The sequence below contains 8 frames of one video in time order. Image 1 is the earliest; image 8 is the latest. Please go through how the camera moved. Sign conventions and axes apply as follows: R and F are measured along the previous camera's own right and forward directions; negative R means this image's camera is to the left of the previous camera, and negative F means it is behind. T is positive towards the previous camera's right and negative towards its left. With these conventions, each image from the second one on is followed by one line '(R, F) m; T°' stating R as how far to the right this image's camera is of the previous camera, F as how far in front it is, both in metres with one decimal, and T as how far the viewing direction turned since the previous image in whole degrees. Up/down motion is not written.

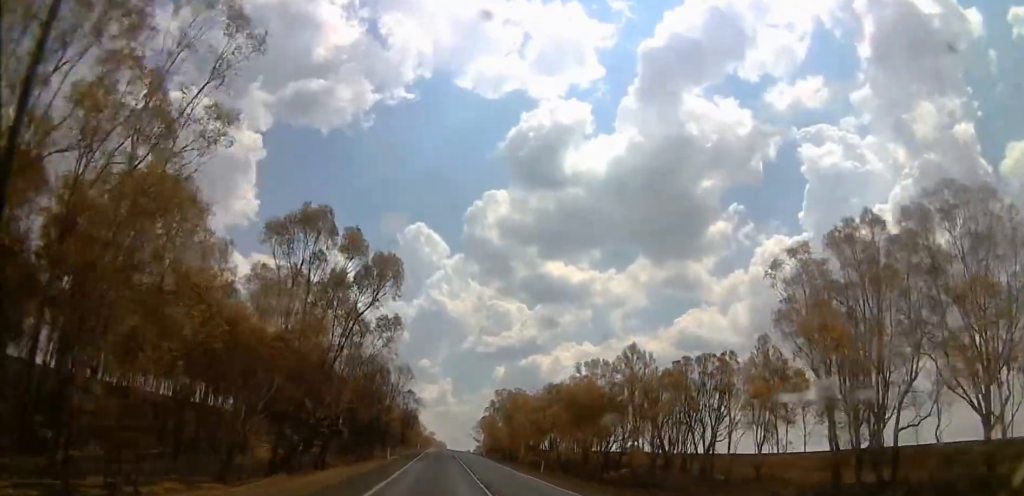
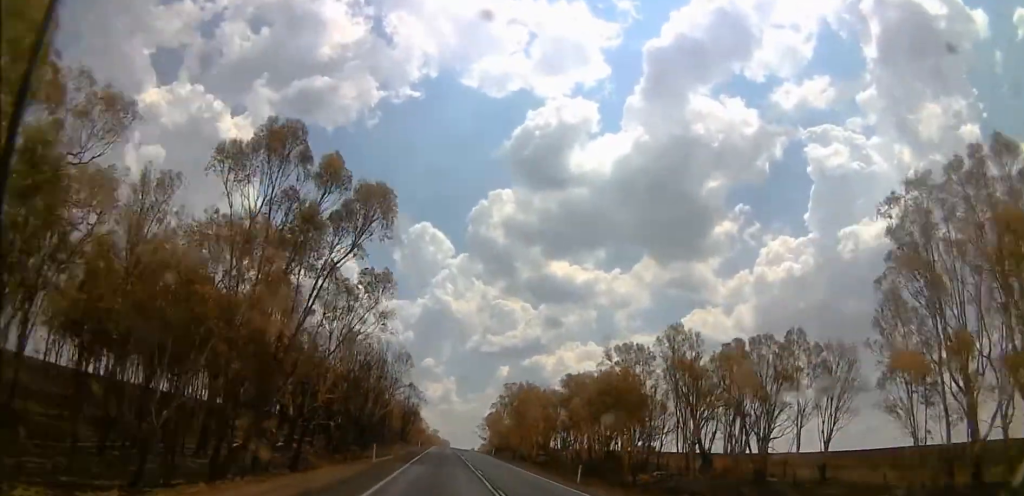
(-1.0, +11.8) m; 0°
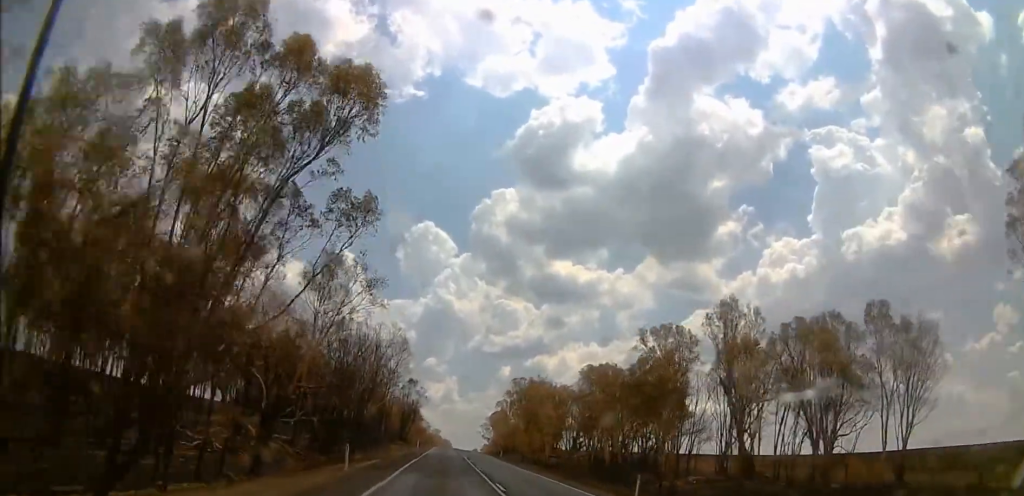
(+0.9, +10.3) m; 0°
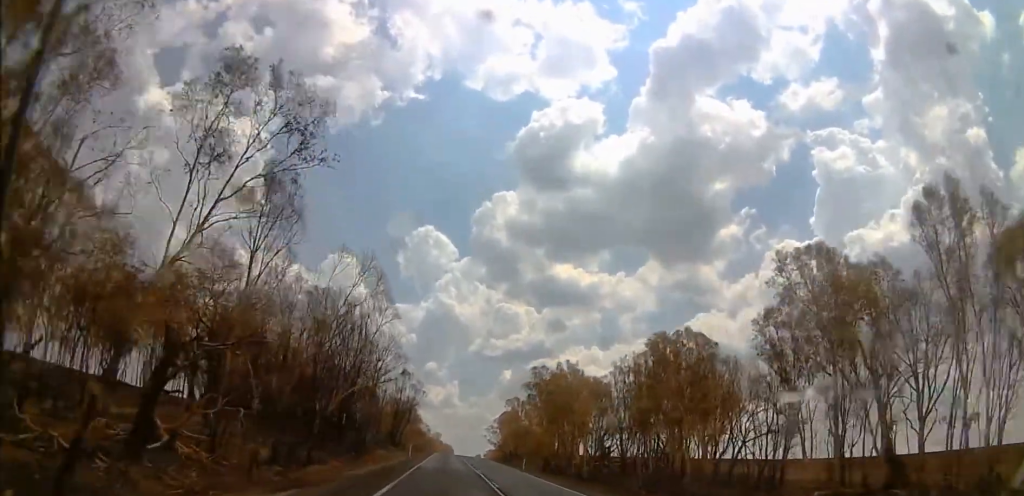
(-0.6, +22.7) m; 0°
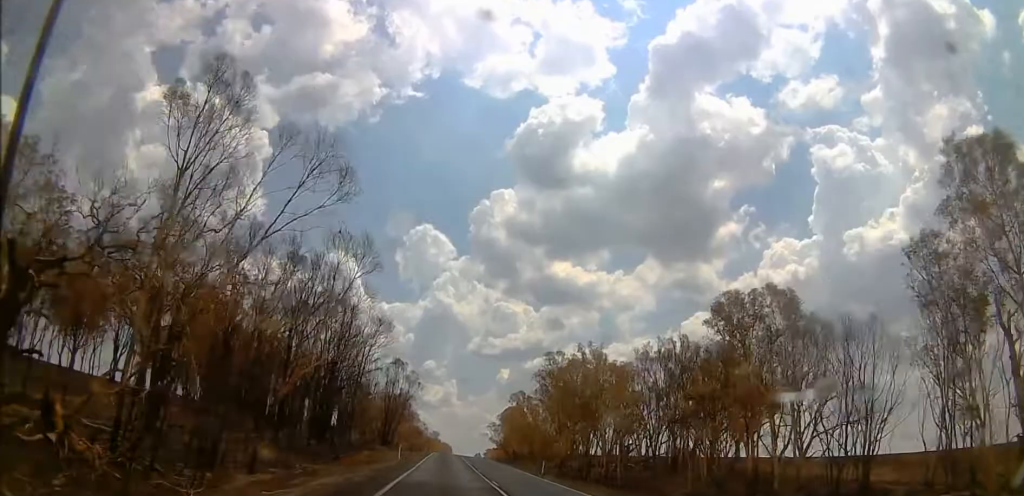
(+0.6, +12.8) m; +3°
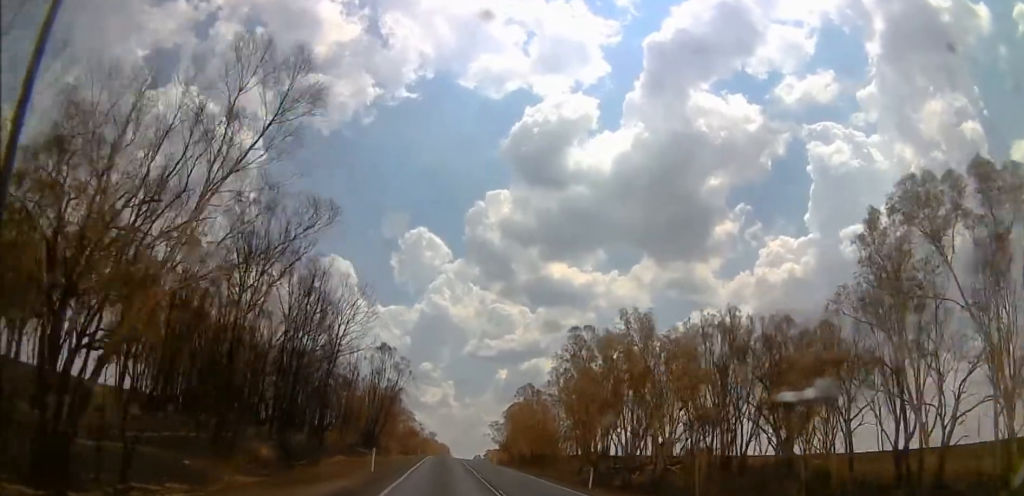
(+0.7, +16.5) m; 0°
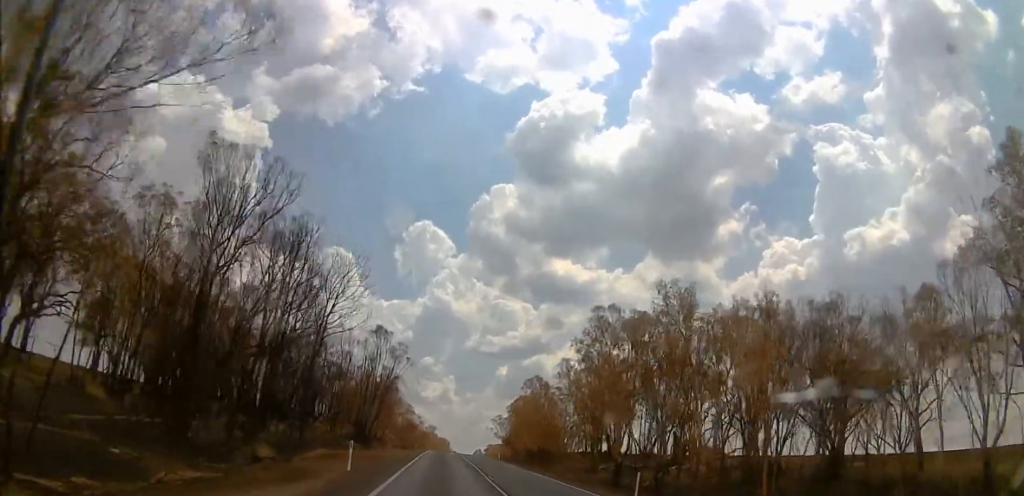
(+0.4, +7.8) m; -2°
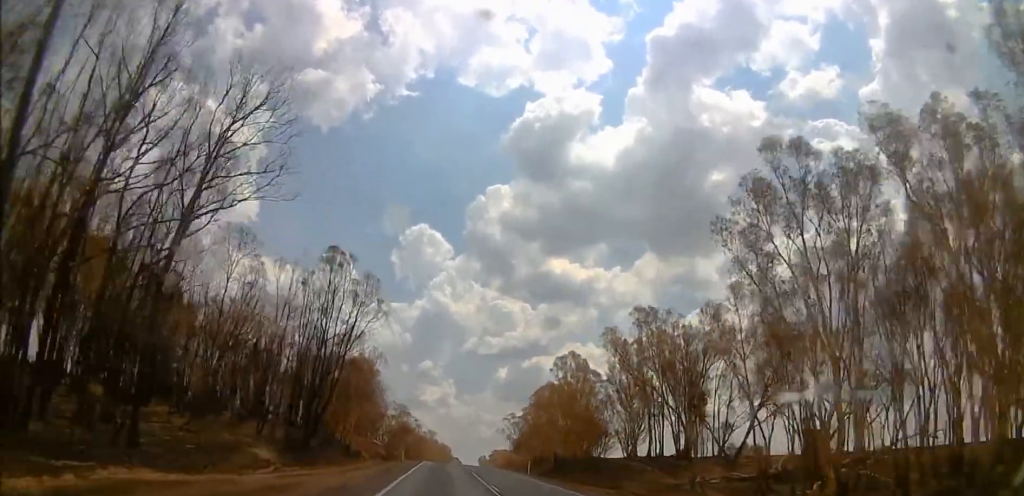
(-0.4, +28.9) m; 0°
